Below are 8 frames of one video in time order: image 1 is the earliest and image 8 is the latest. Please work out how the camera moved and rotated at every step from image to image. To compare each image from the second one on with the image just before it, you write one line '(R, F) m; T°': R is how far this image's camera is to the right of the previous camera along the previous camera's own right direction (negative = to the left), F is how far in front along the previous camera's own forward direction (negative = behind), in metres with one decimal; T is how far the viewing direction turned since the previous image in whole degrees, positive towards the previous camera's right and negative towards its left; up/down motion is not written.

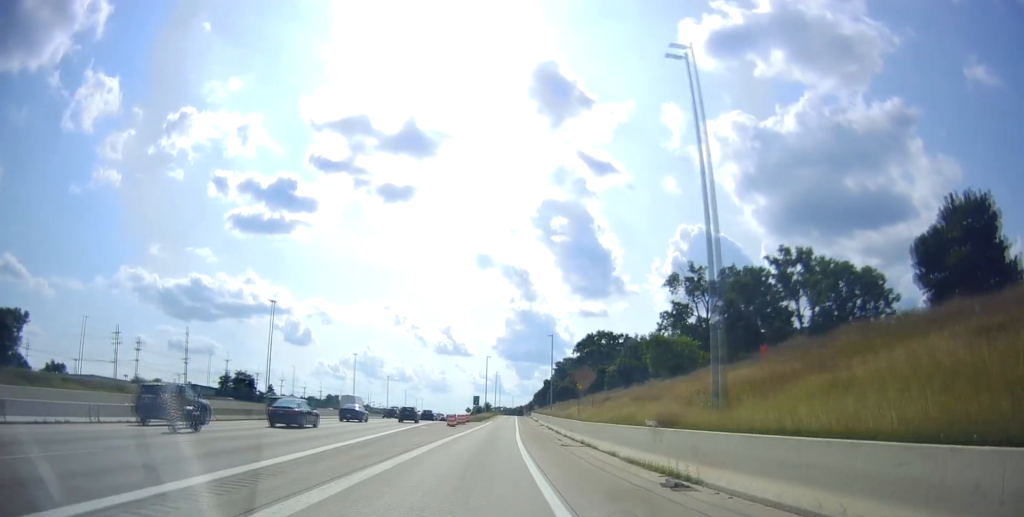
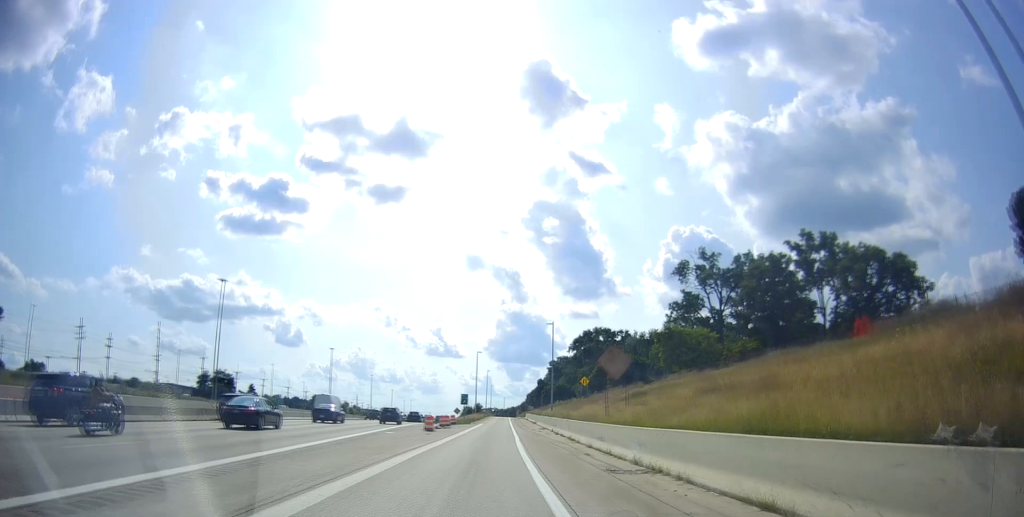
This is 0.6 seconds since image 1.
(0.0, +11.5) m; +1°
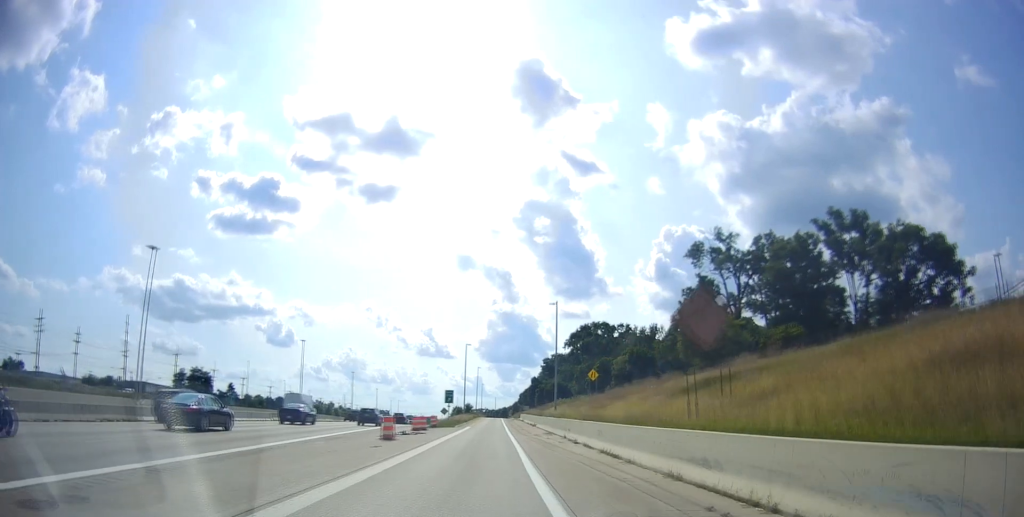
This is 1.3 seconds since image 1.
(+0.1, +12.6) m; +1°
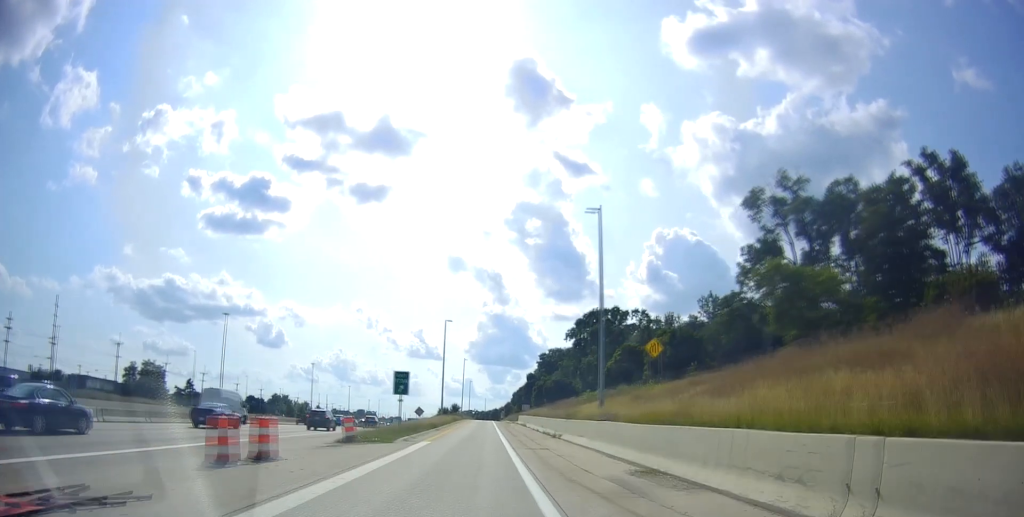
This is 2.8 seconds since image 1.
(+0.6, +28.1) m; +1°
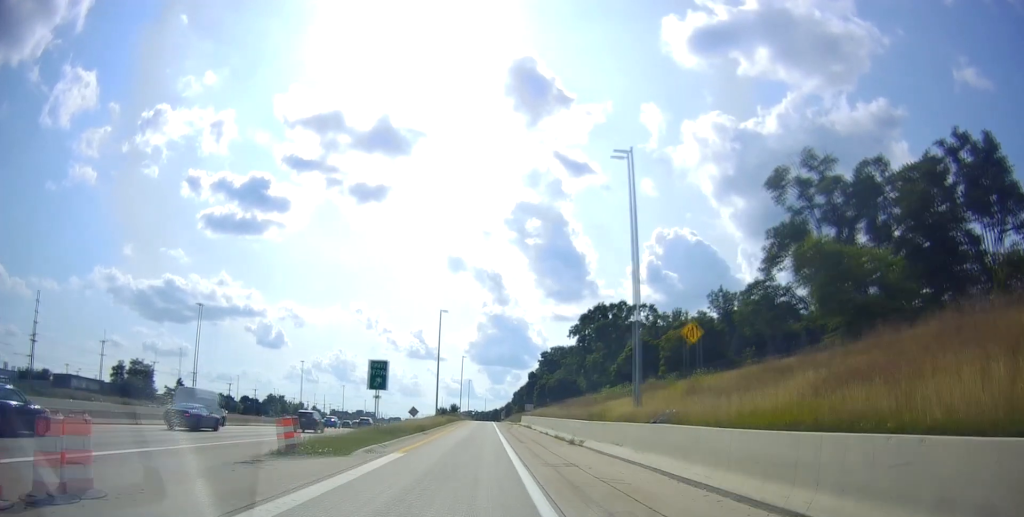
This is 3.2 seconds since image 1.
(0.0, +7.3) m; 0°
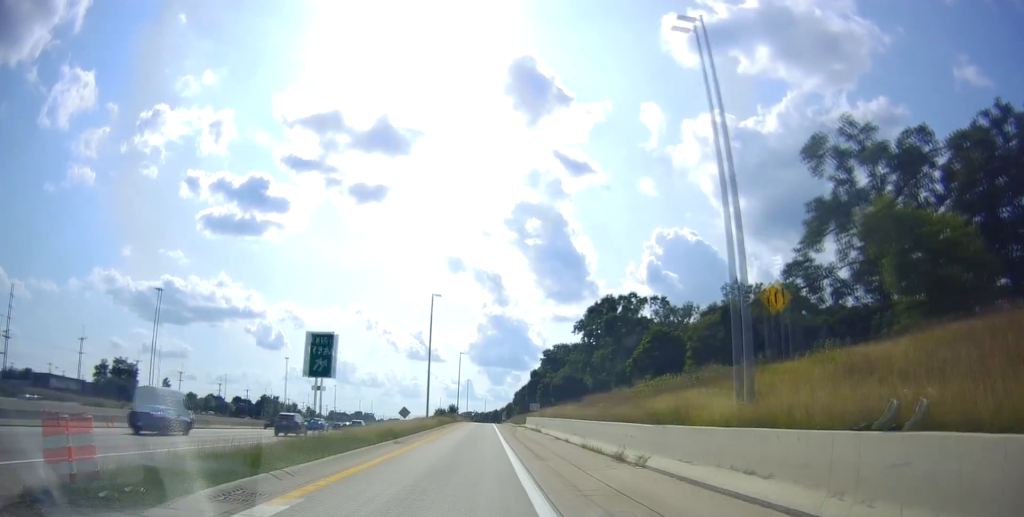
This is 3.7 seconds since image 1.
(0.0, +9.6) m; 0°
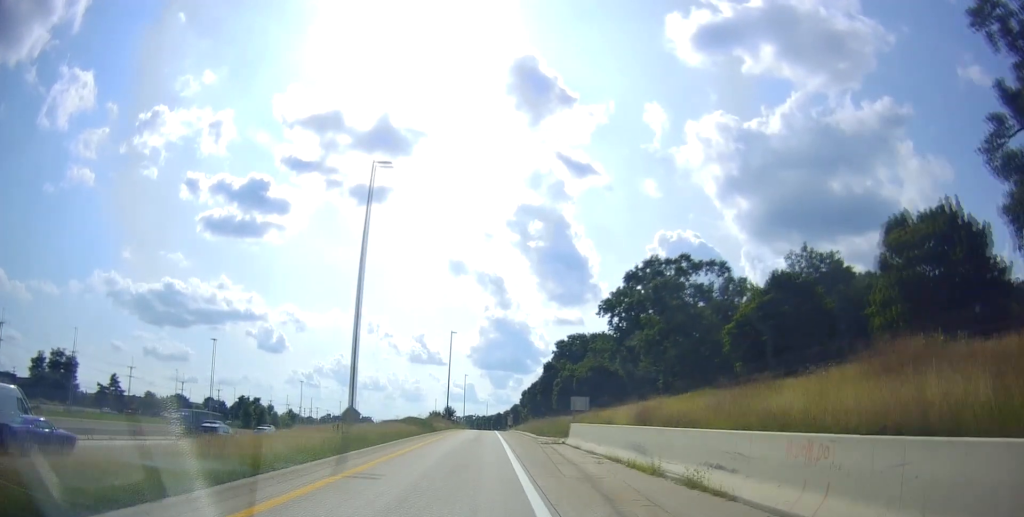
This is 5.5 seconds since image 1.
(-0.6, +32.1) m; -2°
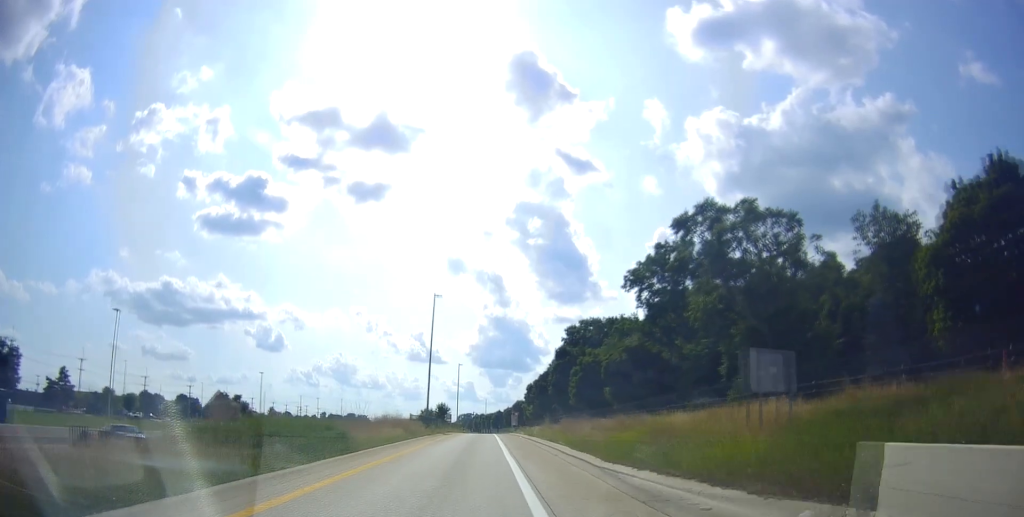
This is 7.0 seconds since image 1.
(+0.3, +24.3) m; +2°
